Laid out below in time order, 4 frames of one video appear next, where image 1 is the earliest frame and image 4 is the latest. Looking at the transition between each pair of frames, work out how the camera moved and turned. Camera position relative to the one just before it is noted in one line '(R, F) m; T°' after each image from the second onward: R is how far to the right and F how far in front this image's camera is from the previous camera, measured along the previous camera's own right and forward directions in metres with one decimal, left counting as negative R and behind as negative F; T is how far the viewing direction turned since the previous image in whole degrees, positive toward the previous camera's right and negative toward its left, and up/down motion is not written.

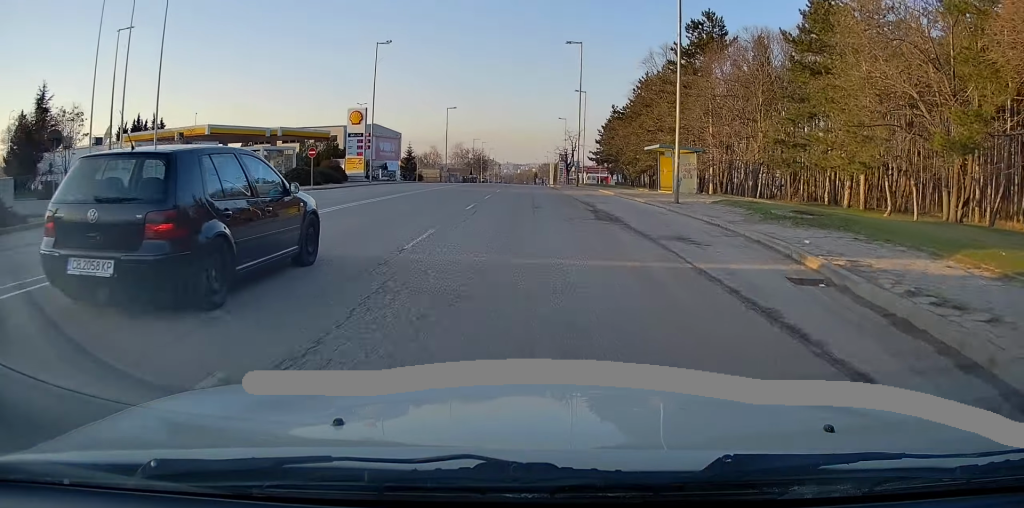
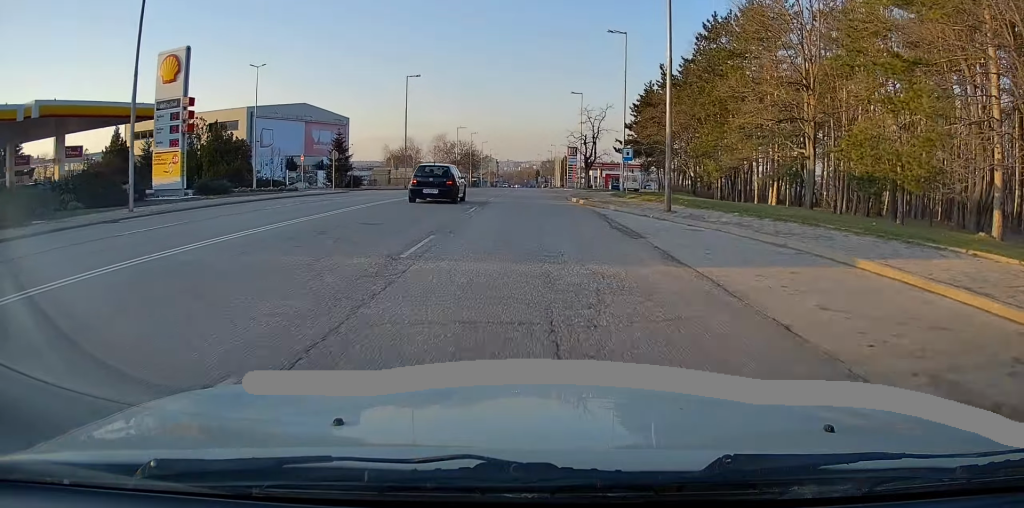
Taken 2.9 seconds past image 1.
(+0.1, +35.1) m; 0°
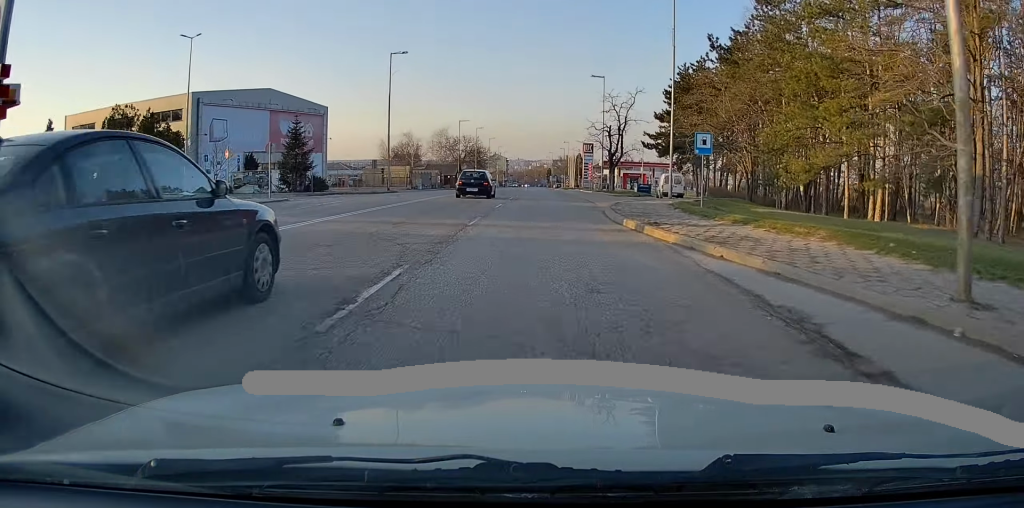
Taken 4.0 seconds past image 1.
(-0.1, +13.3) m; -1°
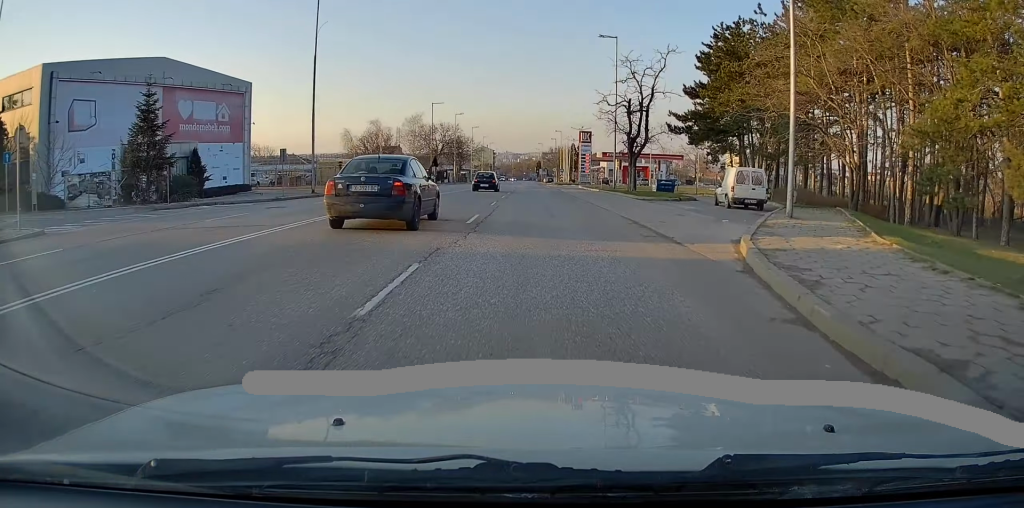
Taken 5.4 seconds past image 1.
(0.0, +17.7) m; +1°
